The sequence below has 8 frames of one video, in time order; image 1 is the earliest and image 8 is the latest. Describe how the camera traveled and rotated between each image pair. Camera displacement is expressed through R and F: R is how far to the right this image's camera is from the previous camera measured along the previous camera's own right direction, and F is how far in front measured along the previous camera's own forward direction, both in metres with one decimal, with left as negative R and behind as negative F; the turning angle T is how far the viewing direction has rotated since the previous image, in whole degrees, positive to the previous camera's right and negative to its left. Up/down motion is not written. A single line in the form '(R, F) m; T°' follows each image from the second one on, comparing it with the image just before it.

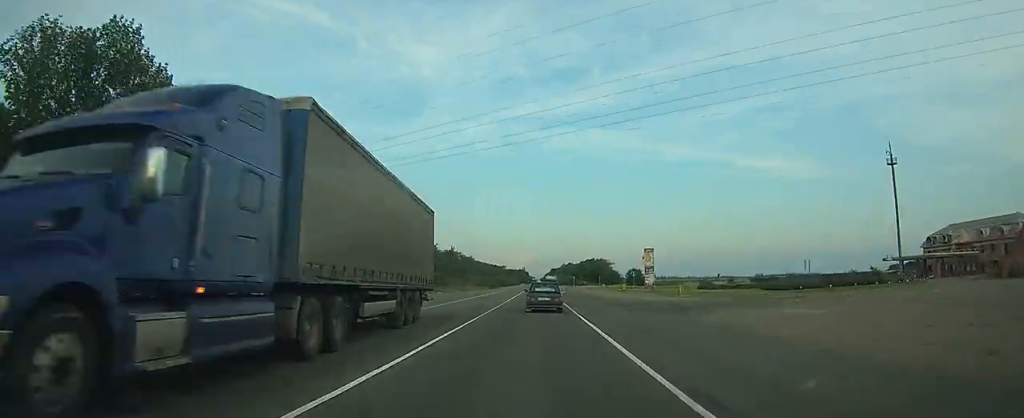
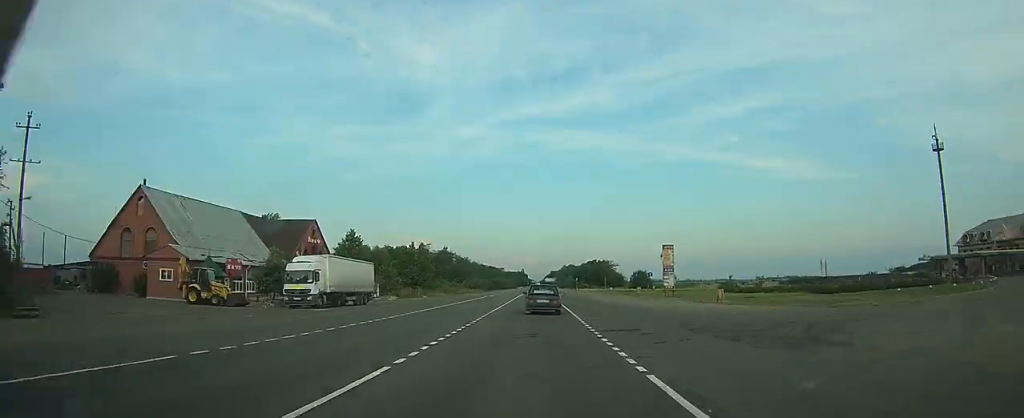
(+0.1, +14.4) m; 0°
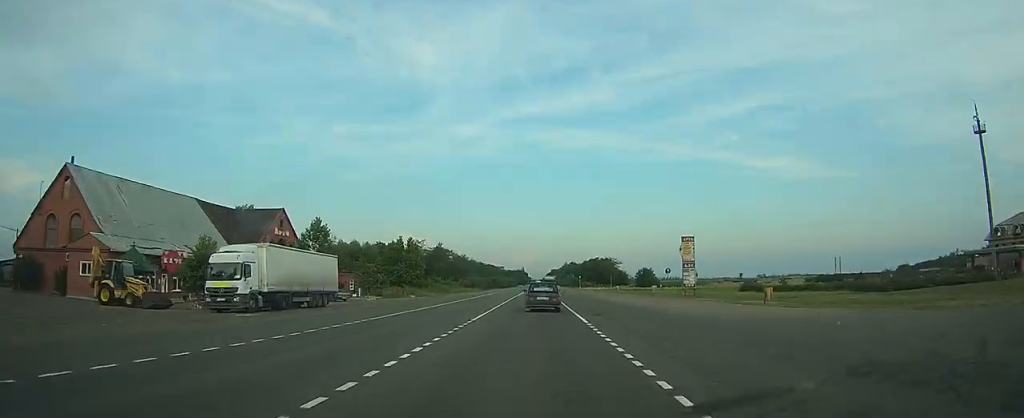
(0.0, +10.7) m; 0°
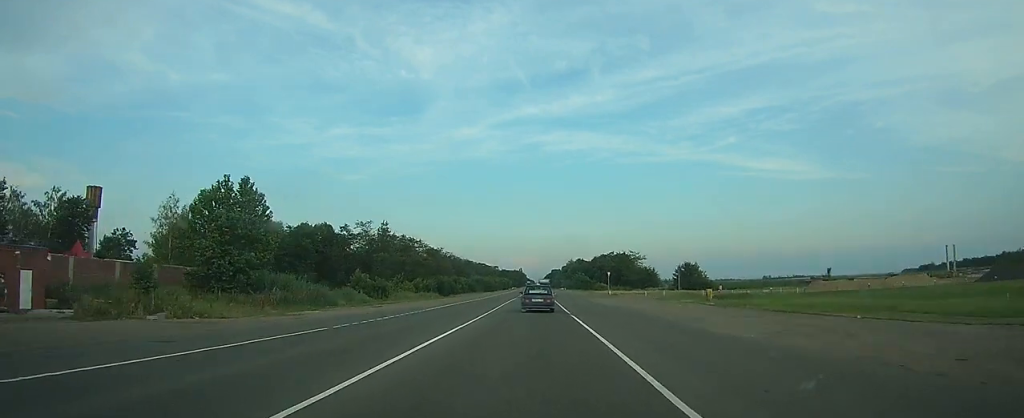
(+0.3, +62.7) m; +2°
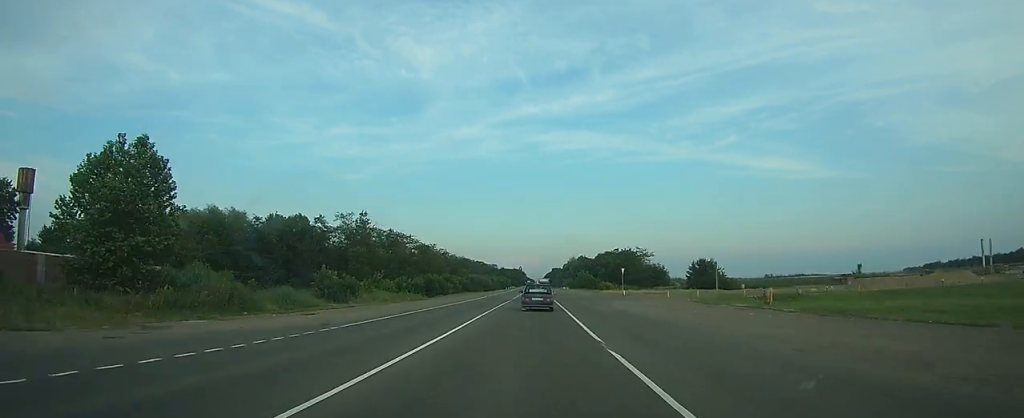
(+0.1, +14.0) m; 0°
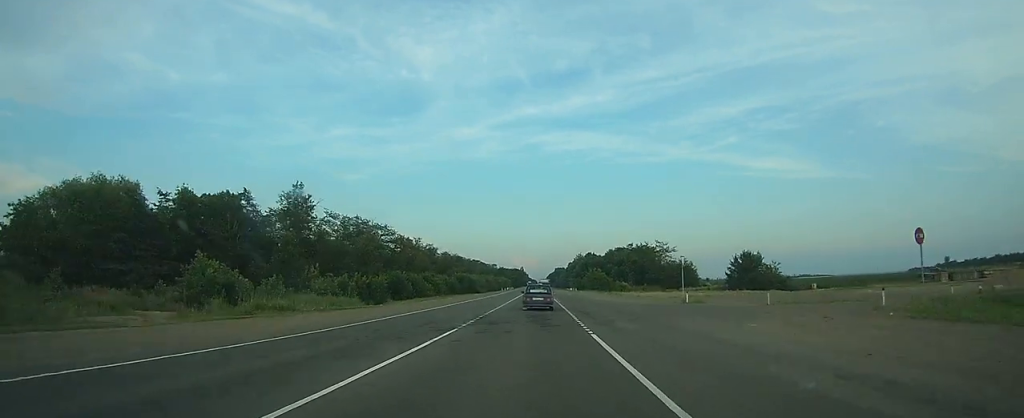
(+0.1, +28.9) m; 0°
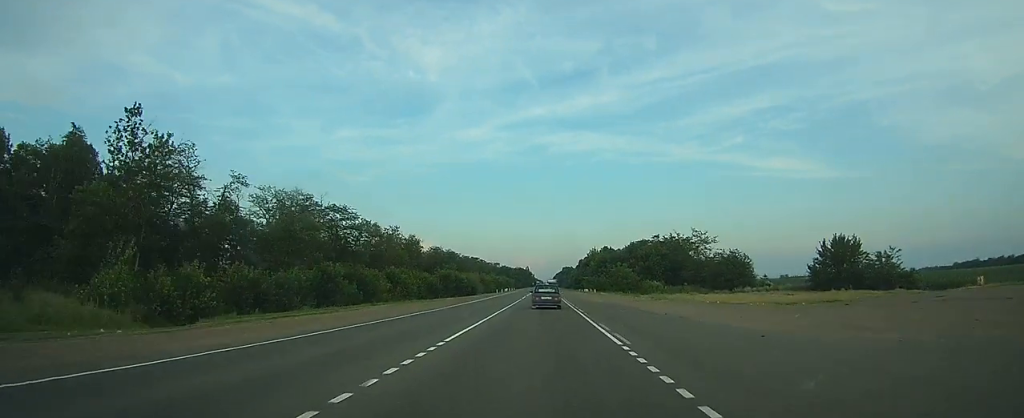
(-0.1, +33.4) m; 0°
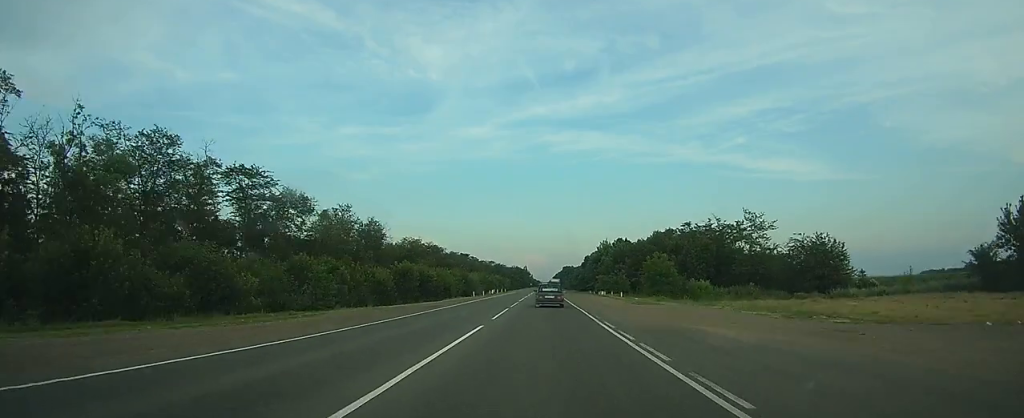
(-0.2, +34.6) m; 0°
